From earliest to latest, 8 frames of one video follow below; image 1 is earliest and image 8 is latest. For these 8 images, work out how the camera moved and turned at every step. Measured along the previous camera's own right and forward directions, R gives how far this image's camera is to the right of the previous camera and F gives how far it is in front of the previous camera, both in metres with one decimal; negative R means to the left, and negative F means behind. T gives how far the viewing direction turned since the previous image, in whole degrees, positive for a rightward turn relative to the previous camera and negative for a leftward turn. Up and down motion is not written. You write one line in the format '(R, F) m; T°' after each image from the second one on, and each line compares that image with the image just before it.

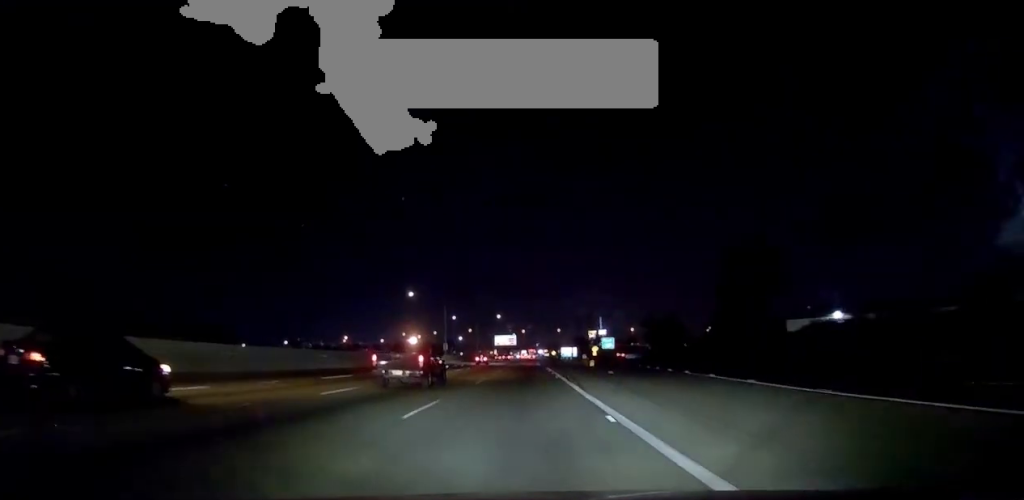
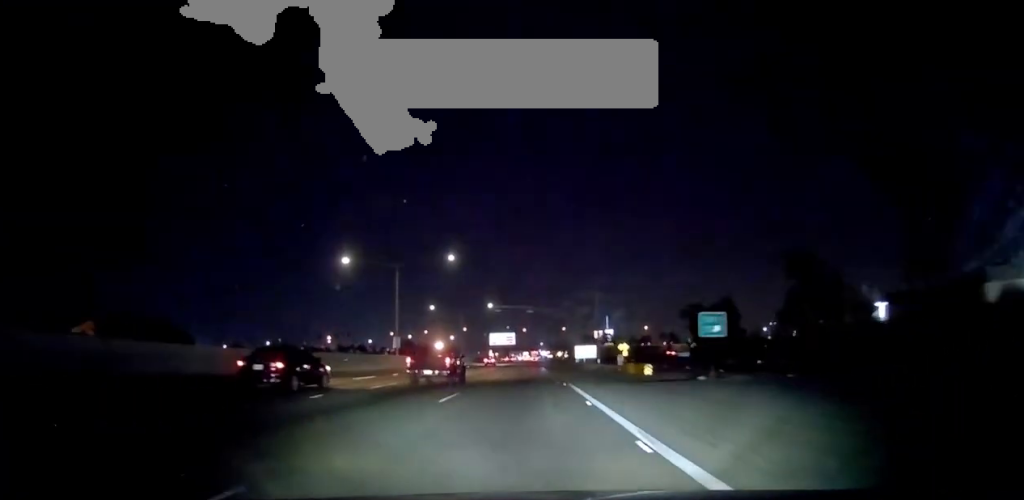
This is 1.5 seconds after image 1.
(-0.2, +39.3) m; 0°
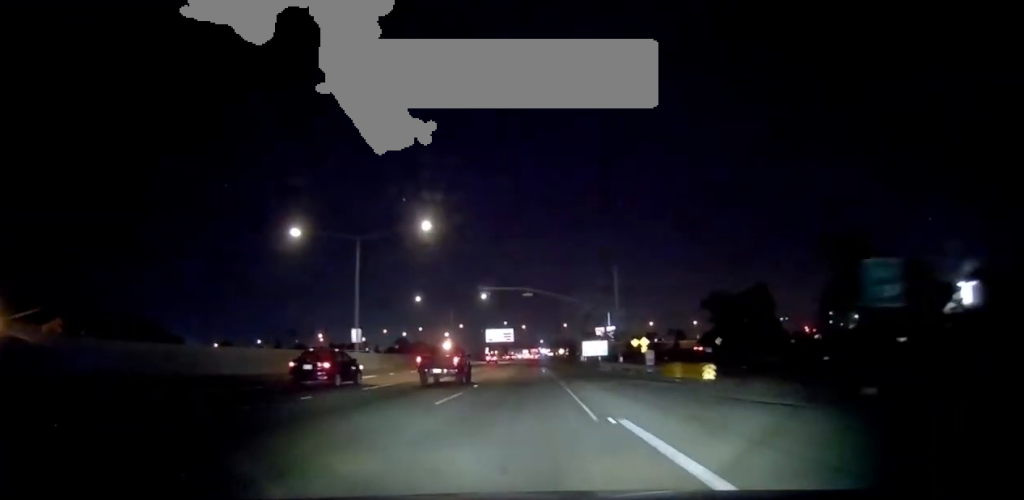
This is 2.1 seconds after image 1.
(-0.3, +15.5) m; 0°
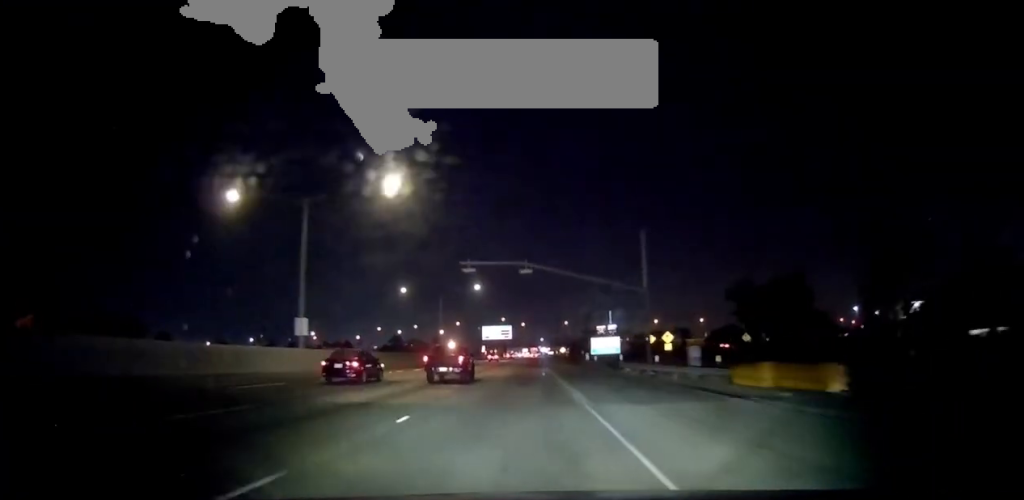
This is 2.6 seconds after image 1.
(-0.1, +12.9) m; 0°
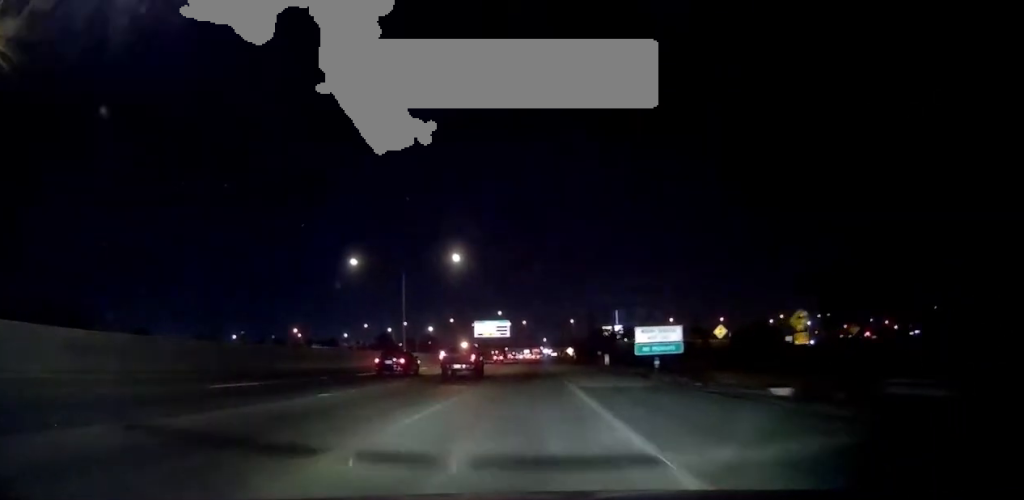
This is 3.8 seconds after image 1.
(+0.5, +30.9) m; +1°
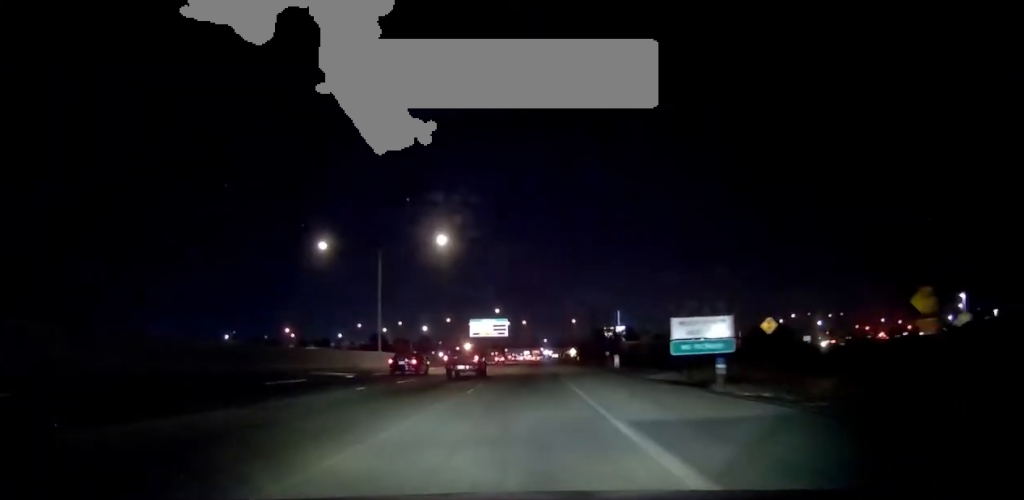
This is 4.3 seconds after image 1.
(+0.1, +11.2) m; 0°
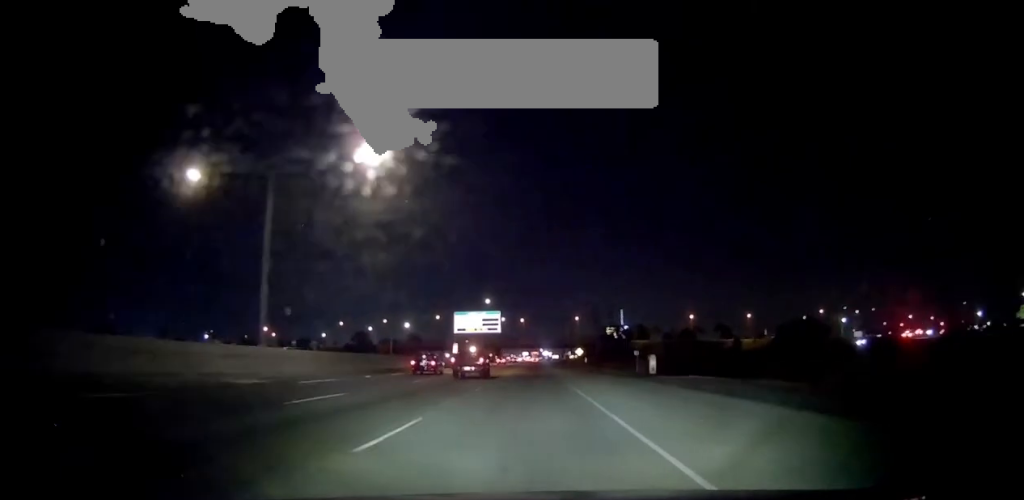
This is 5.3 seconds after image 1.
(-0.4, +26.0) m; 0°
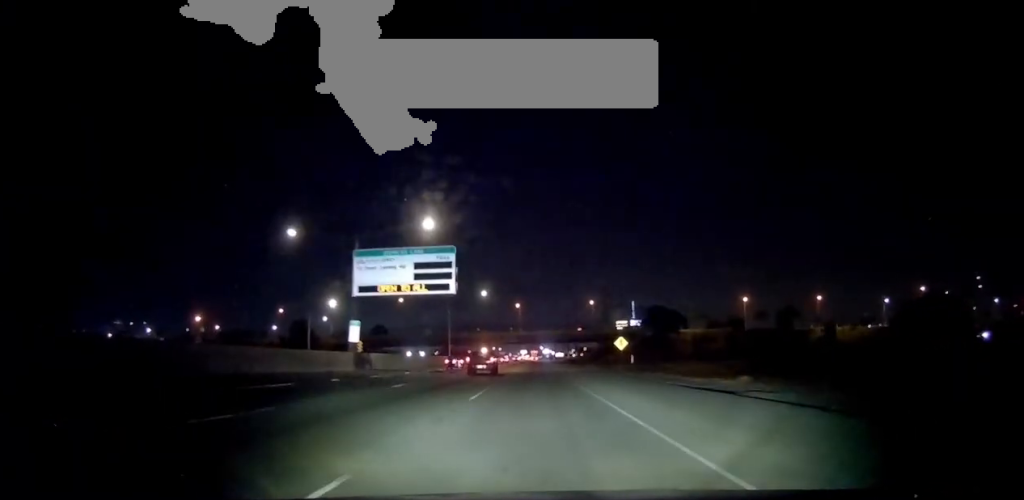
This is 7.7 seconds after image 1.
(0.0, +63.6) m; 0°
